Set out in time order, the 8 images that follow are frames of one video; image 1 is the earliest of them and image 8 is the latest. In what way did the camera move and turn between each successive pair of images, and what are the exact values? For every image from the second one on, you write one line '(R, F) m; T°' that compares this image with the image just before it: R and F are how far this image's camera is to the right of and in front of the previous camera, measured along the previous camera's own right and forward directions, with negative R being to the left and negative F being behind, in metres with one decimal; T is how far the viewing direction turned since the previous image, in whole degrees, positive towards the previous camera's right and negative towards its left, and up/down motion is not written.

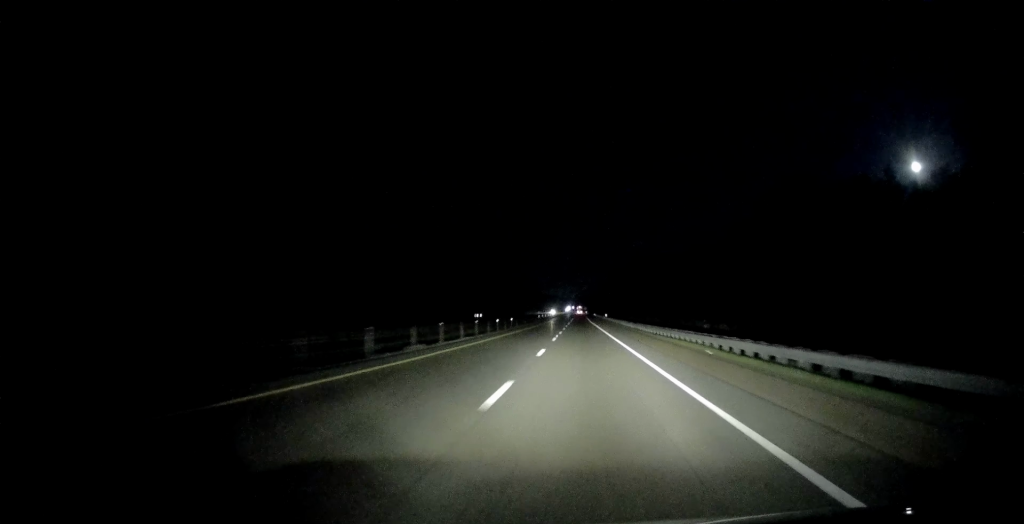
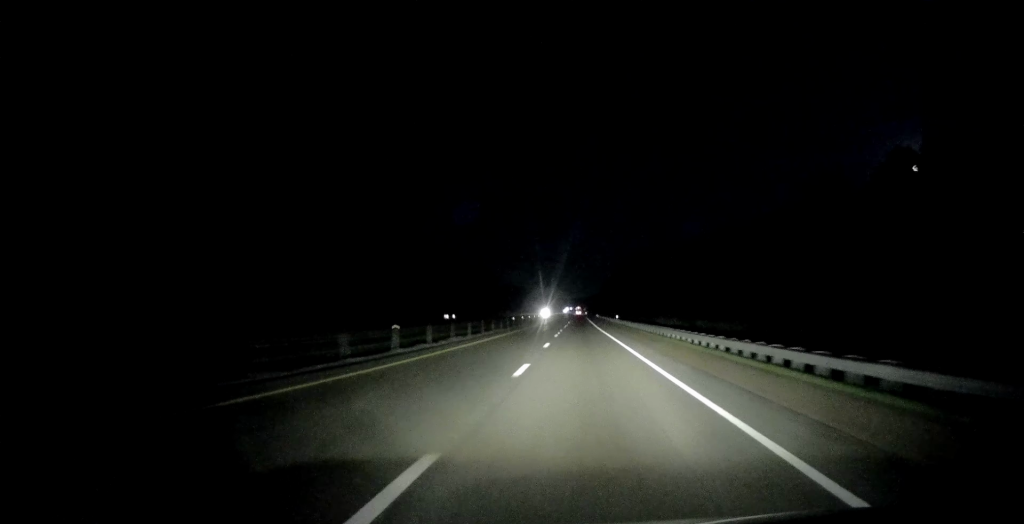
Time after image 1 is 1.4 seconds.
(+0.1, +43.1) m; +1°
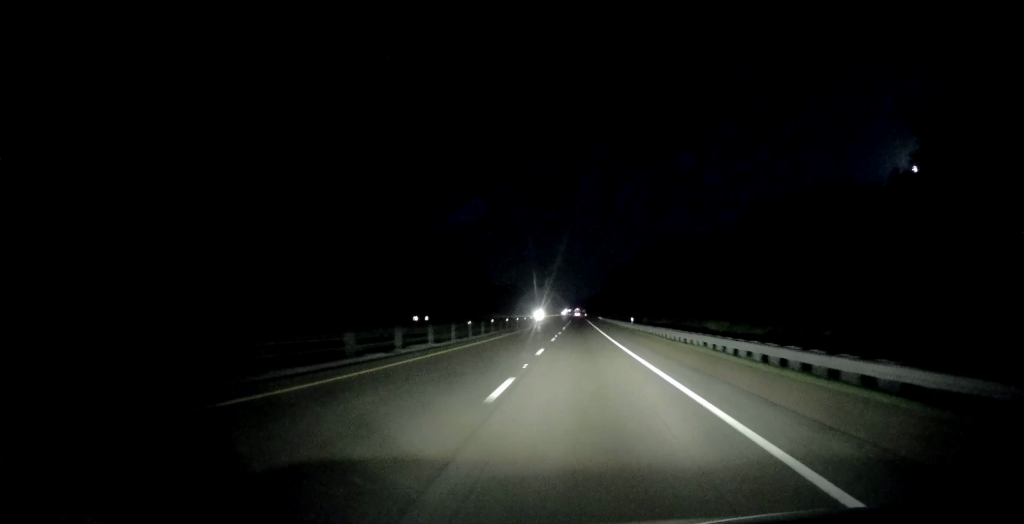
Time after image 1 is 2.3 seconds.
(+0.3, +28.3) m; 0°
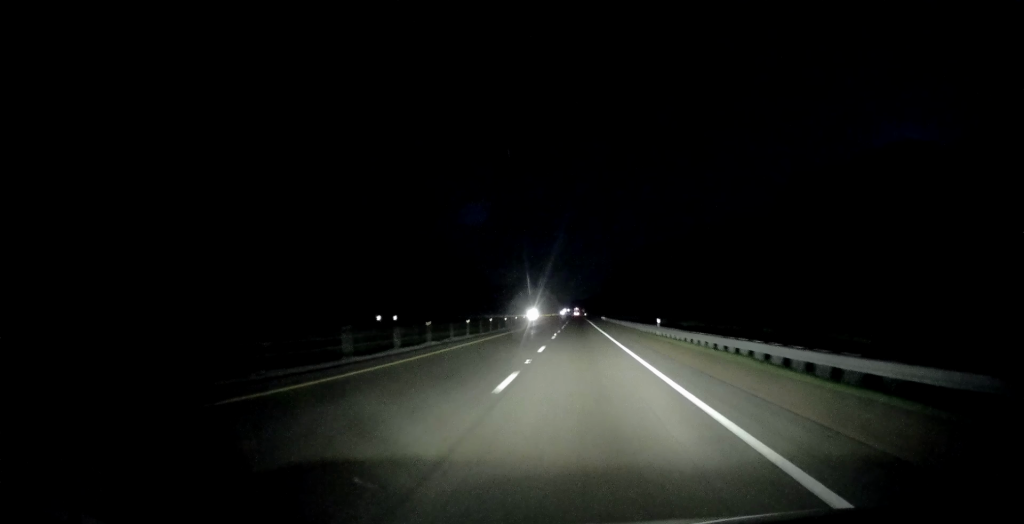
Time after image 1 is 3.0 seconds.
(-0.3, +23.1) m; 0°
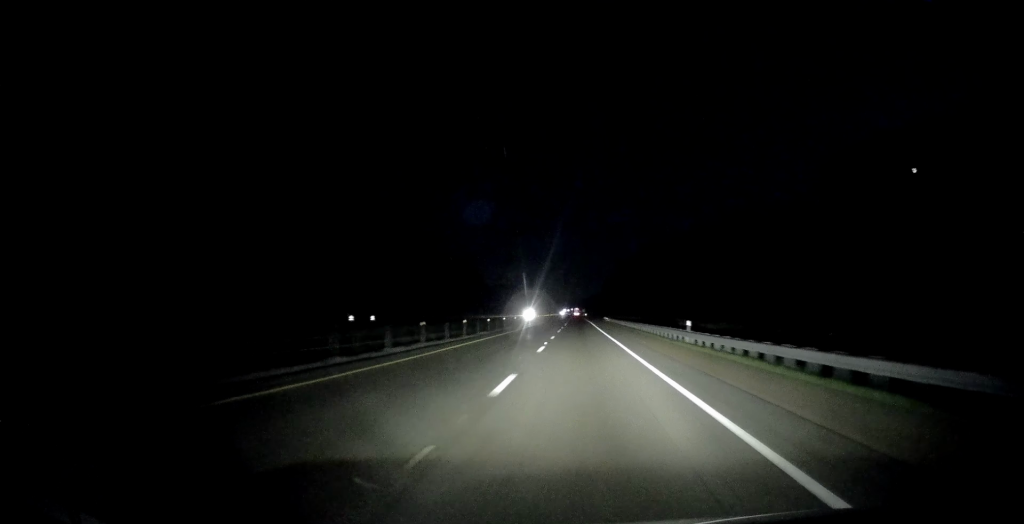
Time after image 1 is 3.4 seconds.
(0.0, +12.5) m; 0°
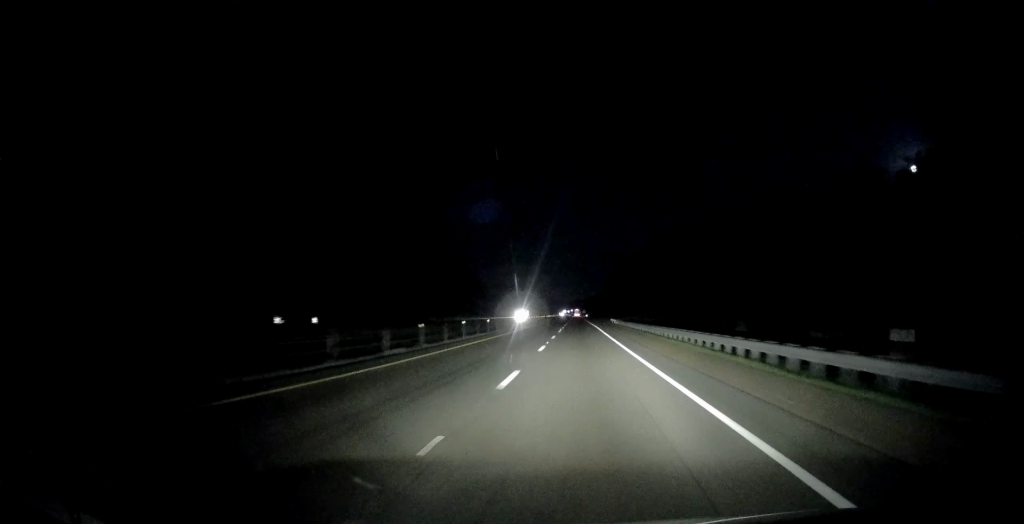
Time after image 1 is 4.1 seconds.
(+0.4, +23.1) m; 0°
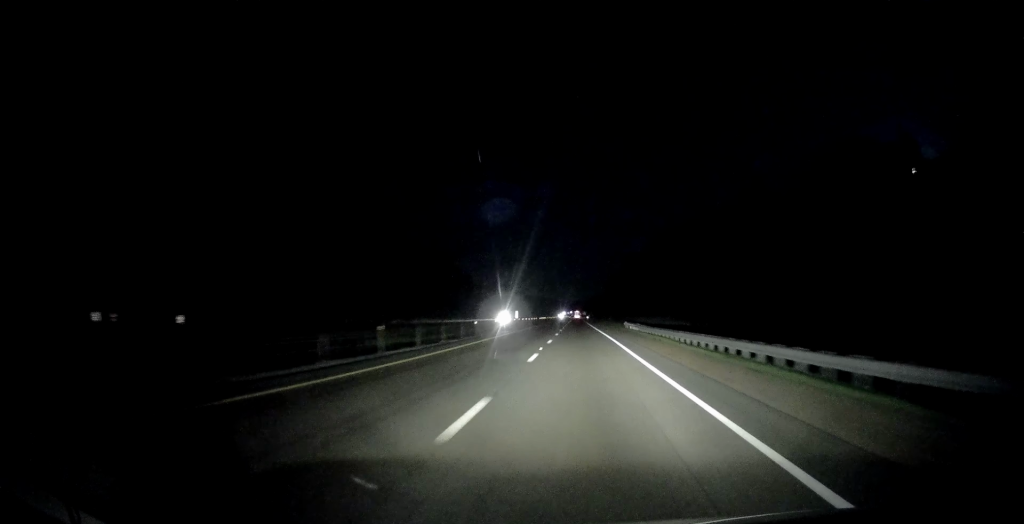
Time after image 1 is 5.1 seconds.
(-0.5, +29.4) m; 0°
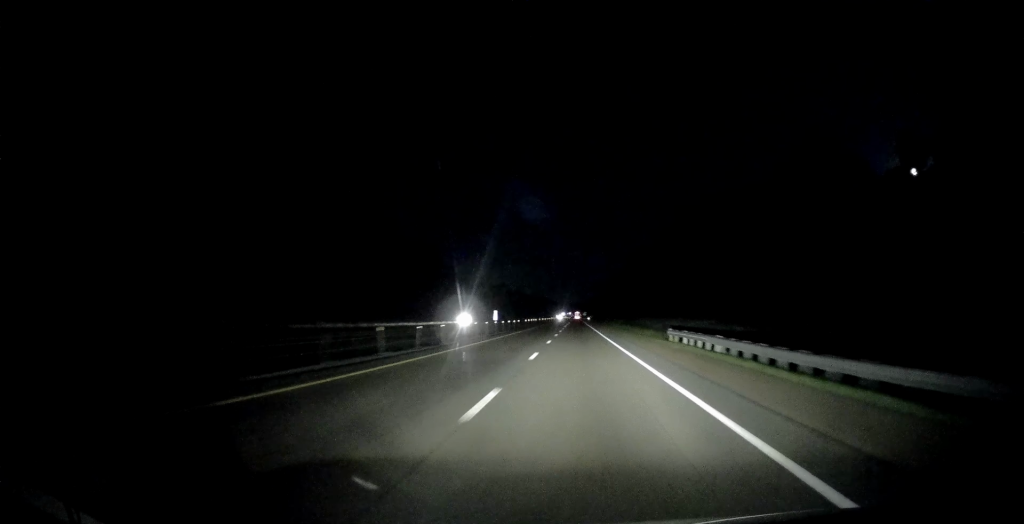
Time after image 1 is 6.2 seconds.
(+0.5, +35.7) m; 0°
